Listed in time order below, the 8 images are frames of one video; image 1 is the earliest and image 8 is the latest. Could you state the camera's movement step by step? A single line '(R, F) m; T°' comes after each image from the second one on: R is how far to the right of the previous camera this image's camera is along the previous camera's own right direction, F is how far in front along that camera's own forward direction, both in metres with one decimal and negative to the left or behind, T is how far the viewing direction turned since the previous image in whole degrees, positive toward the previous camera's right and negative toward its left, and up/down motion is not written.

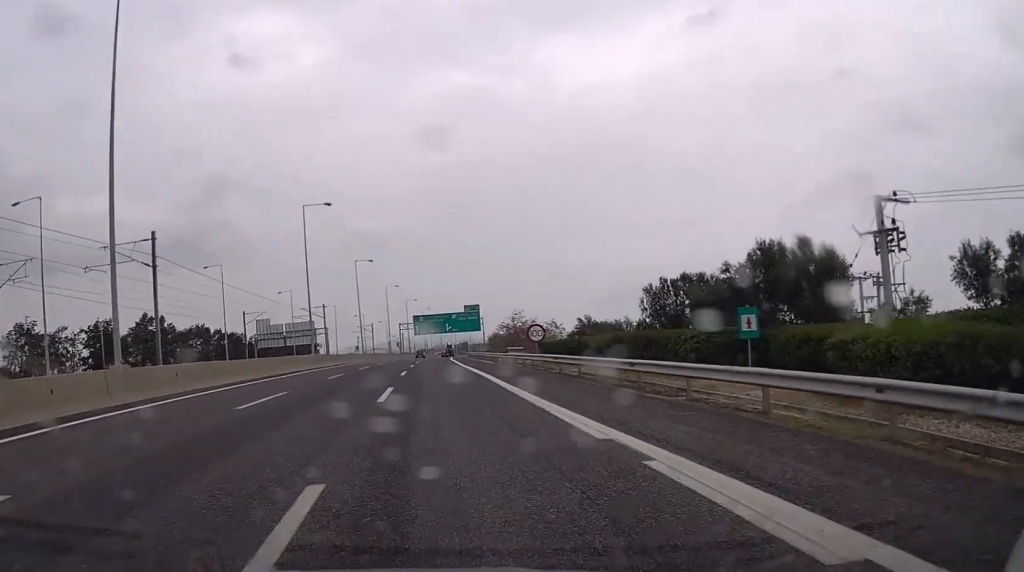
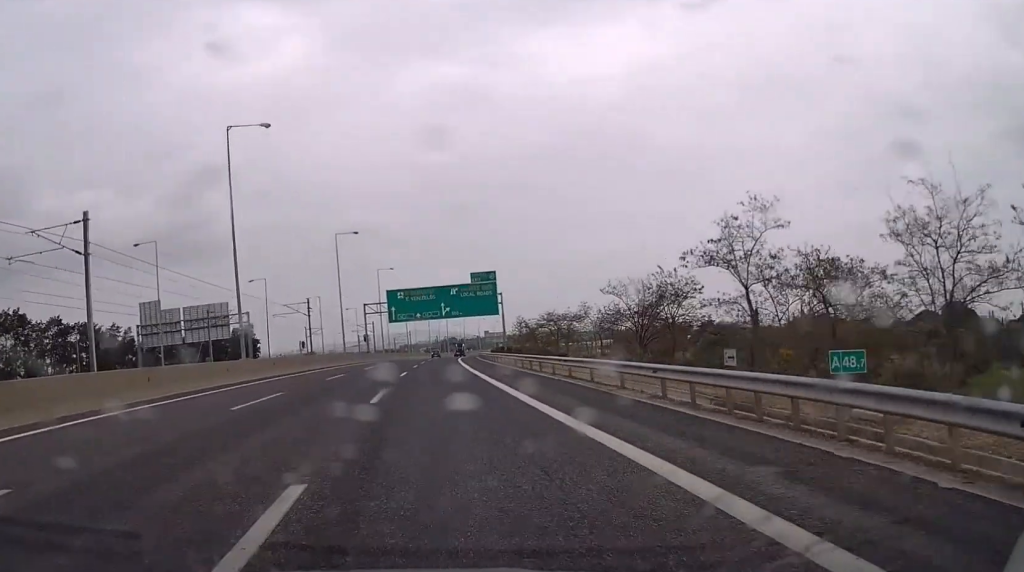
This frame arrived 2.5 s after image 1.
(+0.8, +71.5) m; +1°
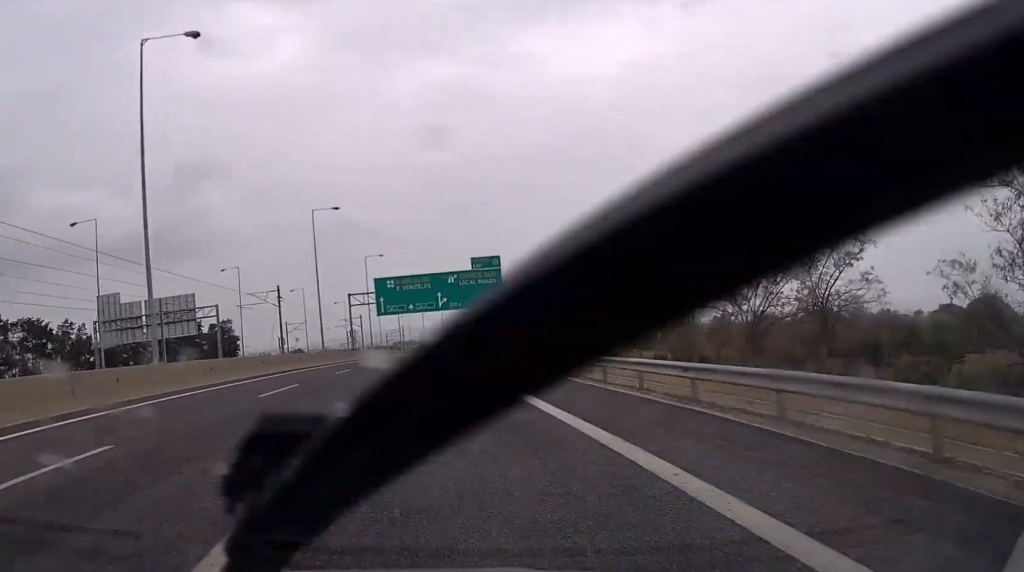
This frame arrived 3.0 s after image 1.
(0.0, +14.4) m; 0°
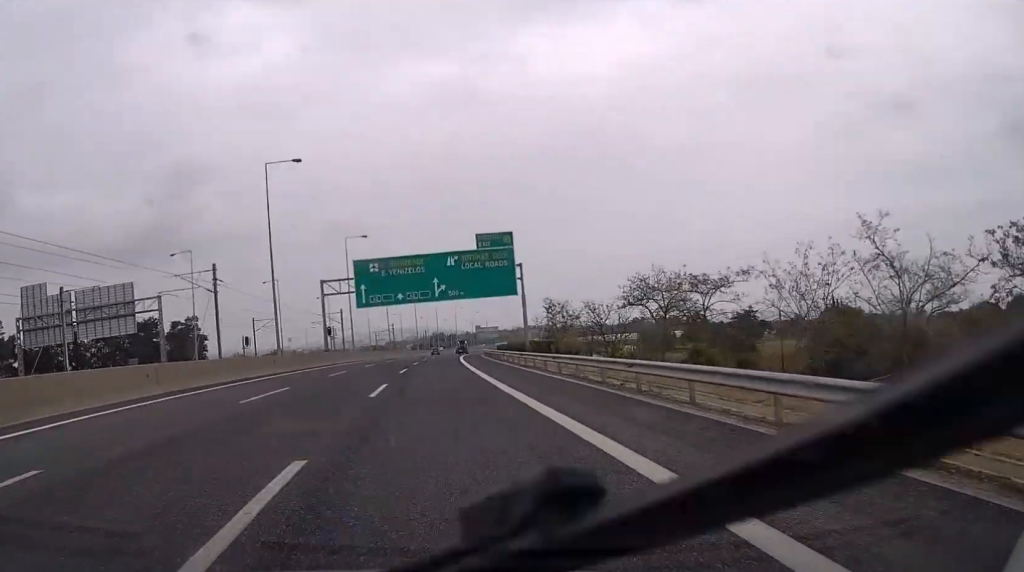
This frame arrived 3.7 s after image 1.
(0.0, +20.1) m; 0°
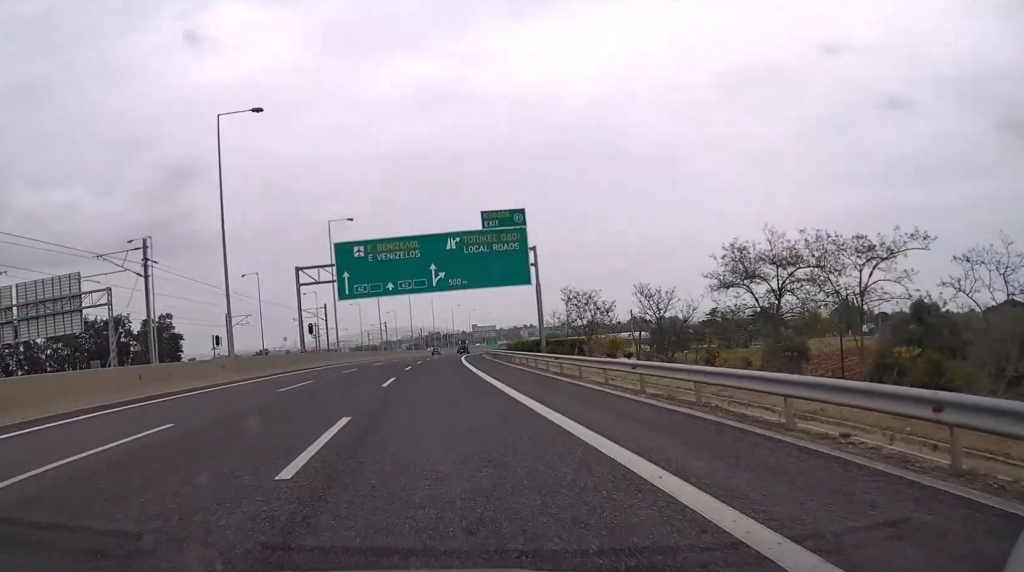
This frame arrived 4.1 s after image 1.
(+0.1, +12.5) m; 0°
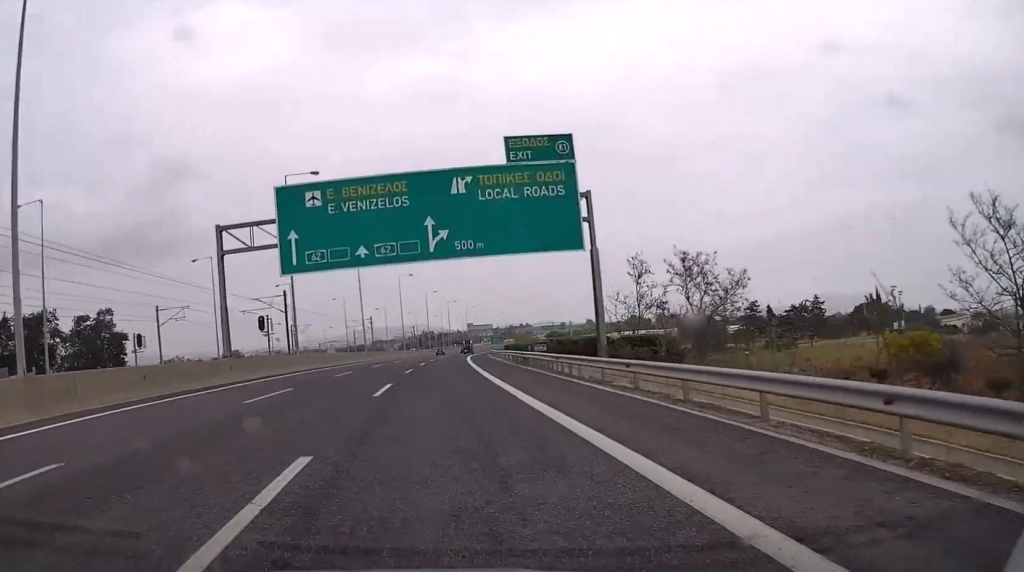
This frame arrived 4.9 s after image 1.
(+0.1, +23.0) m; +1°
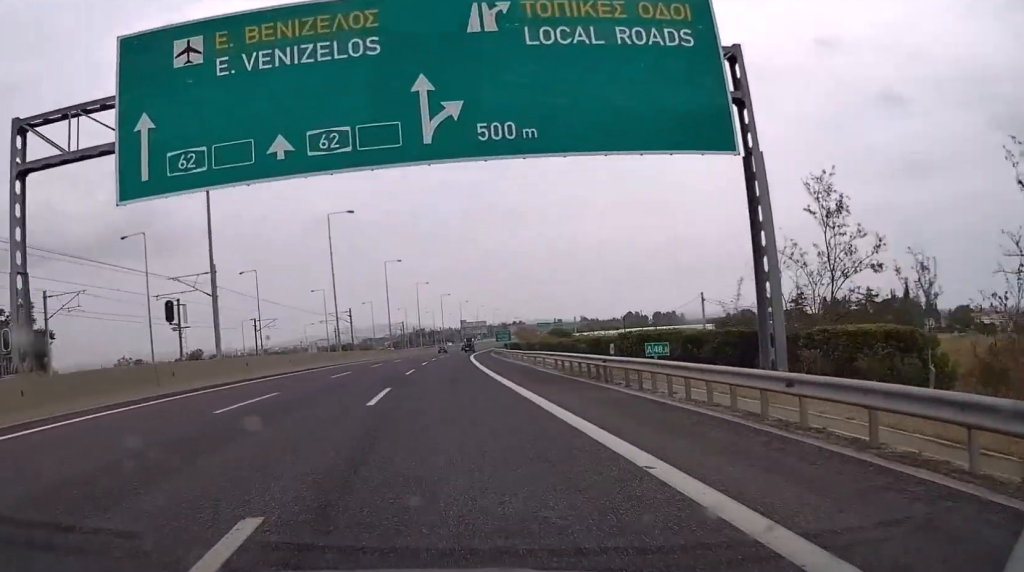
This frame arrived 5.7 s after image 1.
(0.0, +21.2) m; +1°
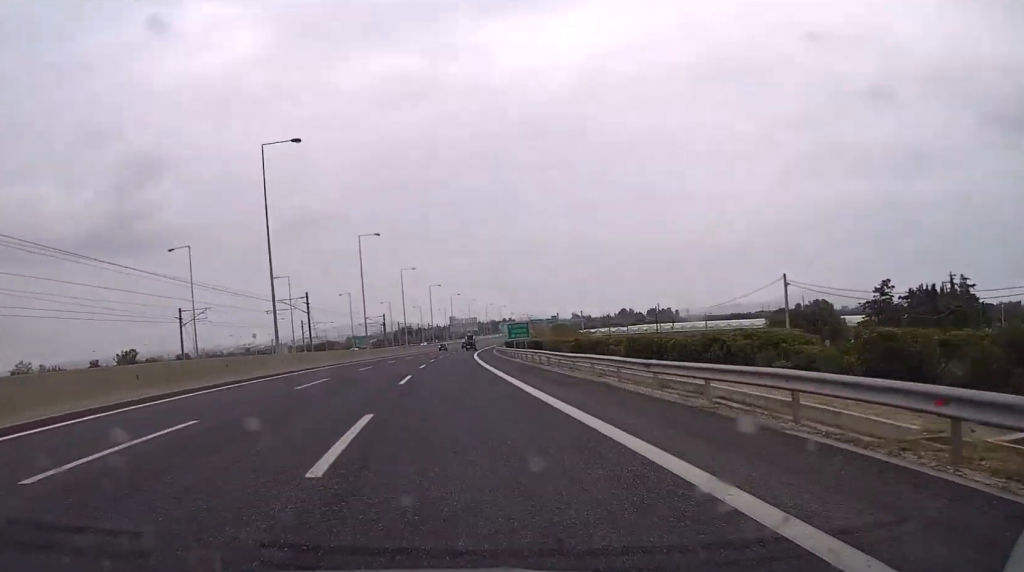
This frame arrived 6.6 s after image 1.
(+0.2, +27.1) m; +1°
